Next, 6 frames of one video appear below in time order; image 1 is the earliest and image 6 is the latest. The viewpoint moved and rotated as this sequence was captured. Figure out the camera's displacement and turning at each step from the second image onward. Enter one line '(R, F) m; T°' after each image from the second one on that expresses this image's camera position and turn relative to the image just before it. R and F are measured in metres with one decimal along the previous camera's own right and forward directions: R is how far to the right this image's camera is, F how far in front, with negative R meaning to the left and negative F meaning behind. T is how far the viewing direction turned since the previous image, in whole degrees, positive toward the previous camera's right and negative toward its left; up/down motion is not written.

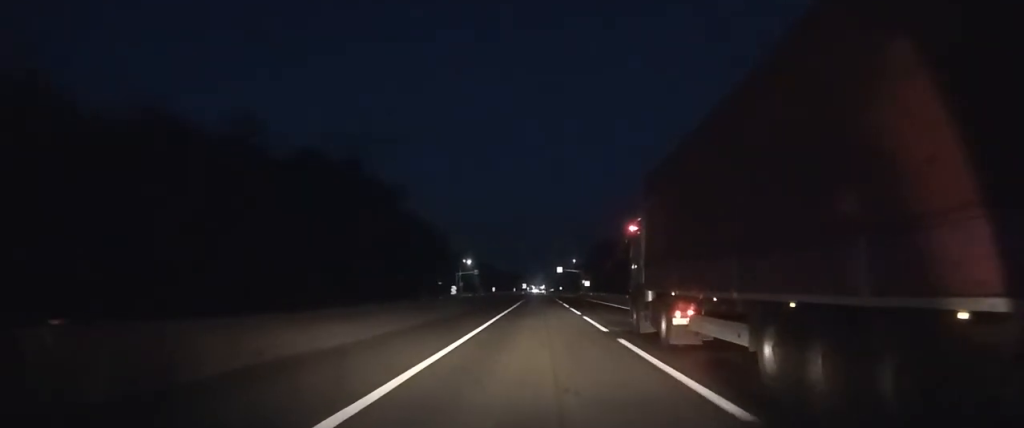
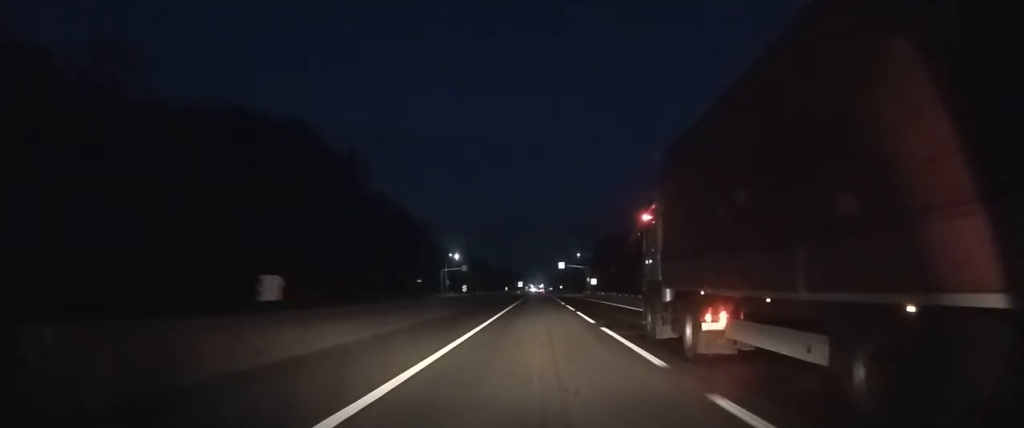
(0.0, +22.5) m; 0°
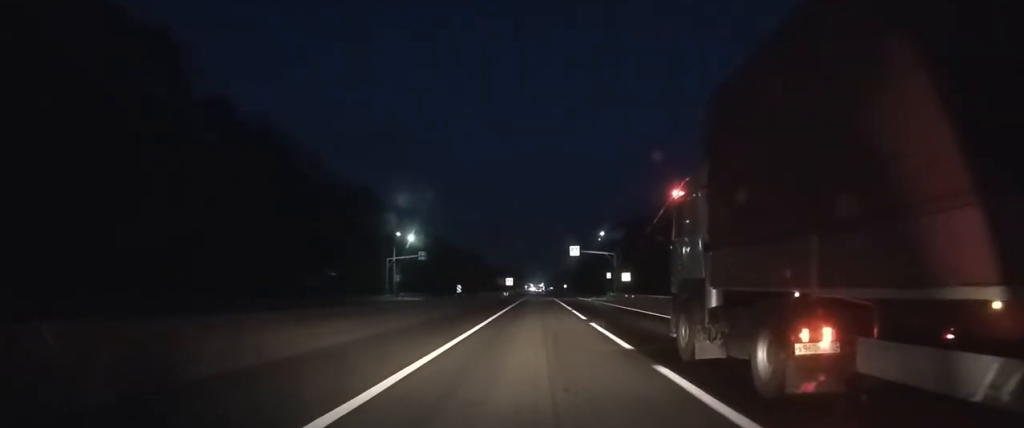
(+0.1, +49.5) m; 0°
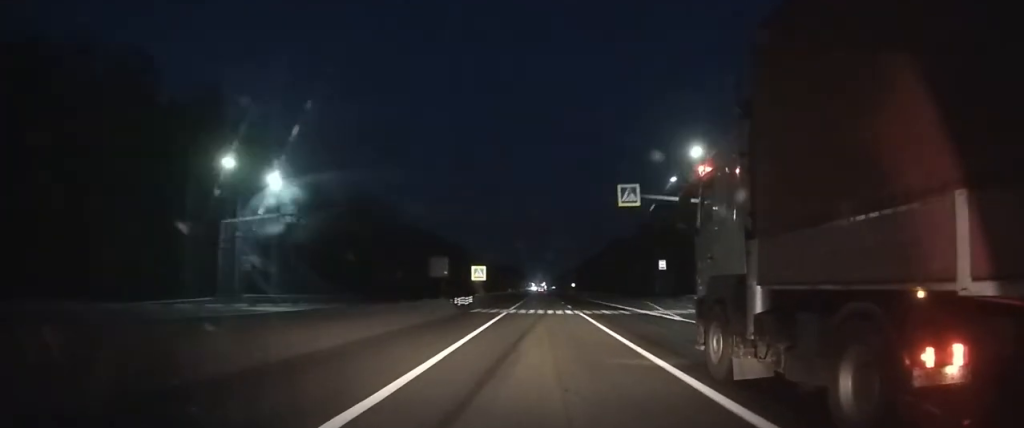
(-0.2, +39.8) m; 0°
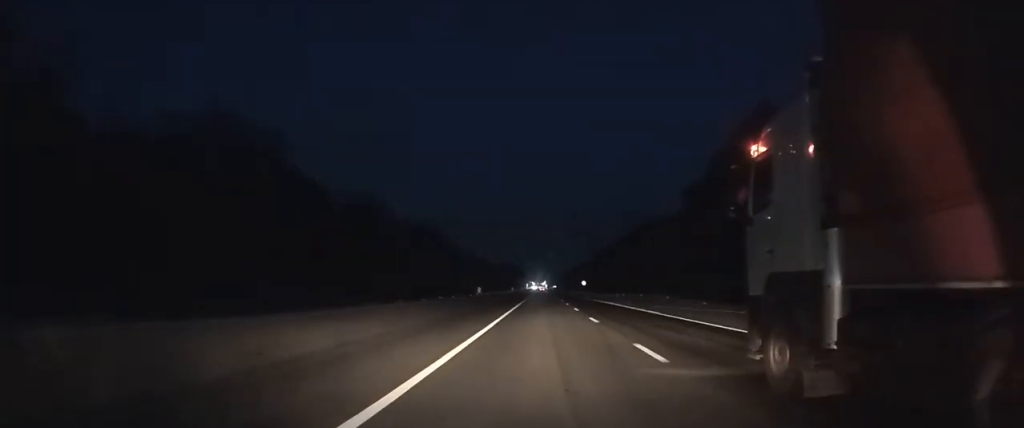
(0.0, +39.5) m; 0°
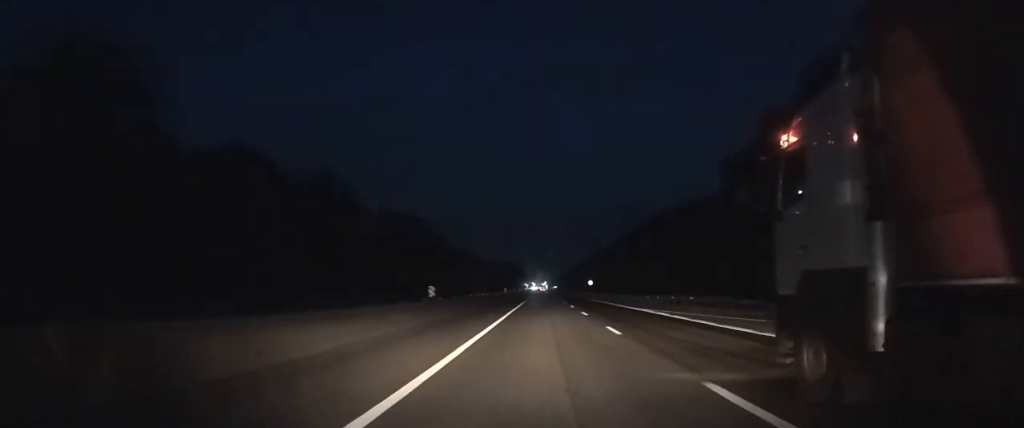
(+0.1, +18.0) m; 0°
